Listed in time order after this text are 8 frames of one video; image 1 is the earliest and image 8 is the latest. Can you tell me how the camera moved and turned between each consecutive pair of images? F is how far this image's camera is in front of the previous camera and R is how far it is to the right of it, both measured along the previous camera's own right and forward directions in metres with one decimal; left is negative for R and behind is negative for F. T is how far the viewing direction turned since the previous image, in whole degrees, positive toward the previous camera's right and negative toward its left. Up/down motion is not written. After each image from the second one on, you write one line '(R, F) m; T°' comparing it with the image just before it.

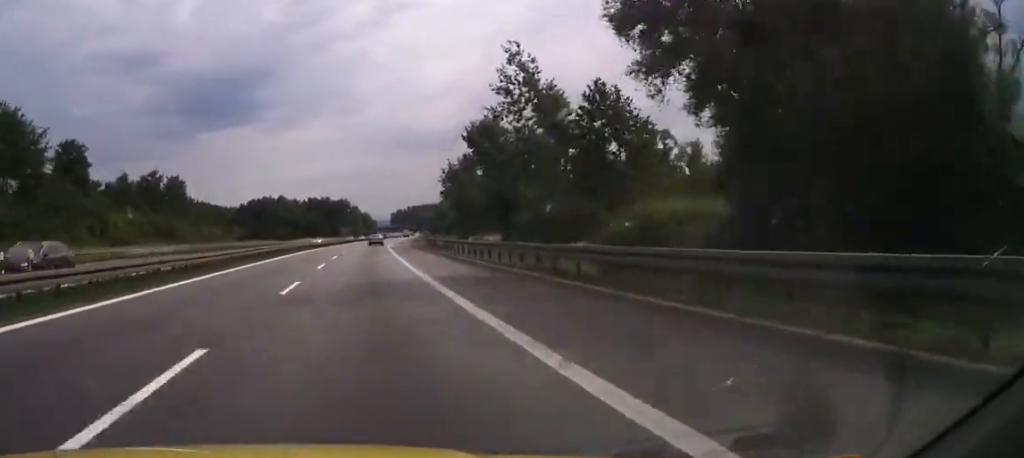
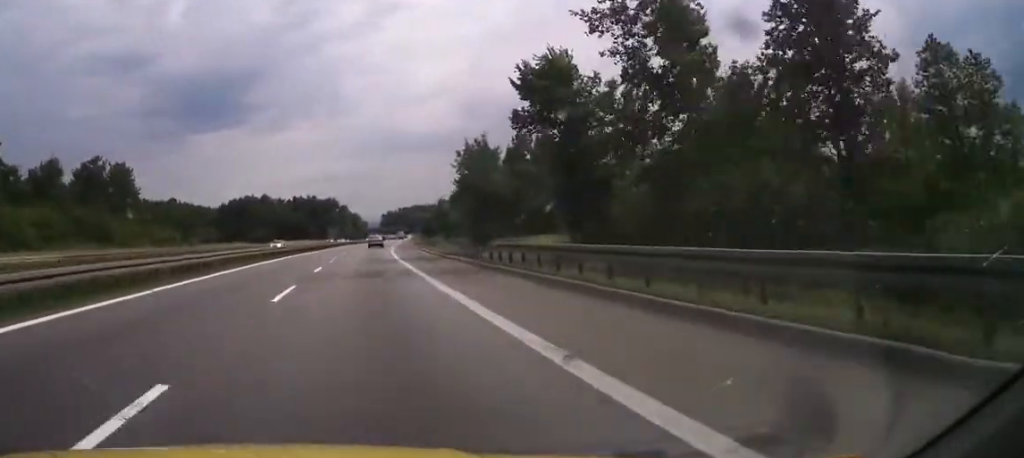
(+0.2, +26.0) m; +1°
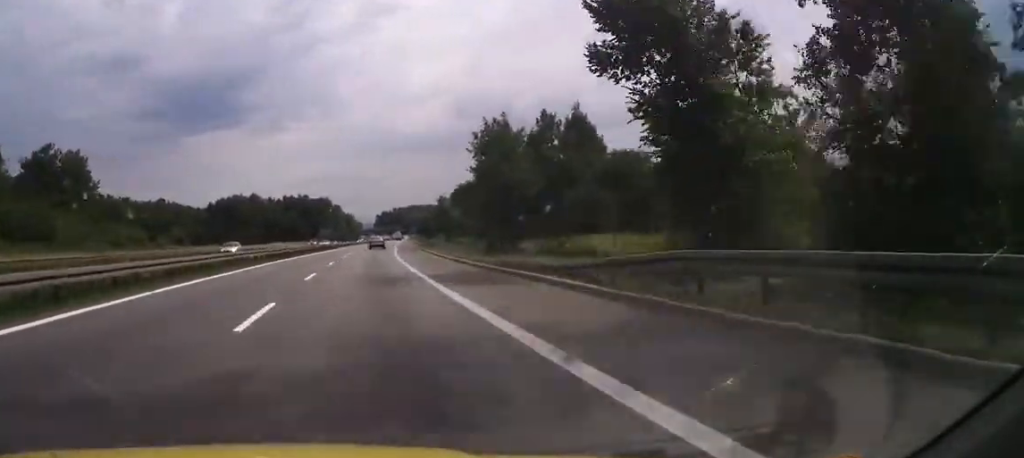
(0.0, +16.1) m; +1°
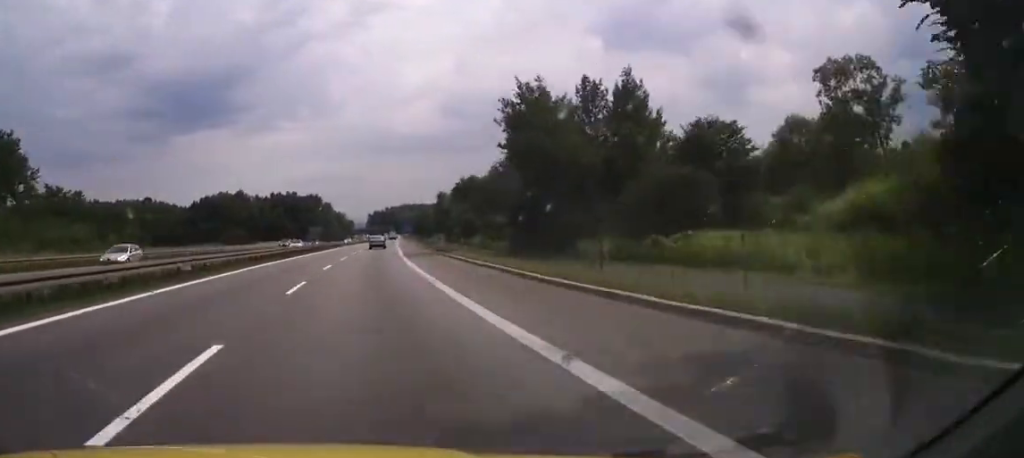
(-0.1, +17.4) m; +1°
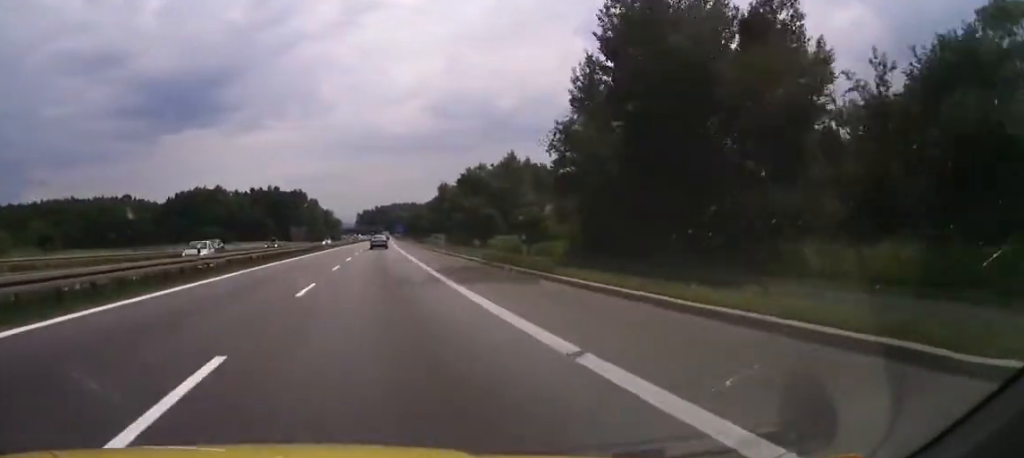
(+0.5, +24.9) m; +1°
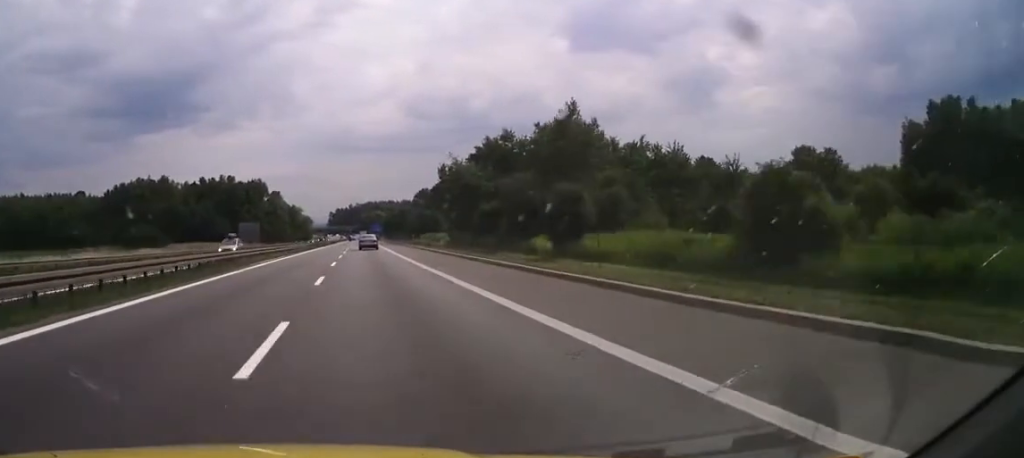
(+0.6, +45.6) m; +2°
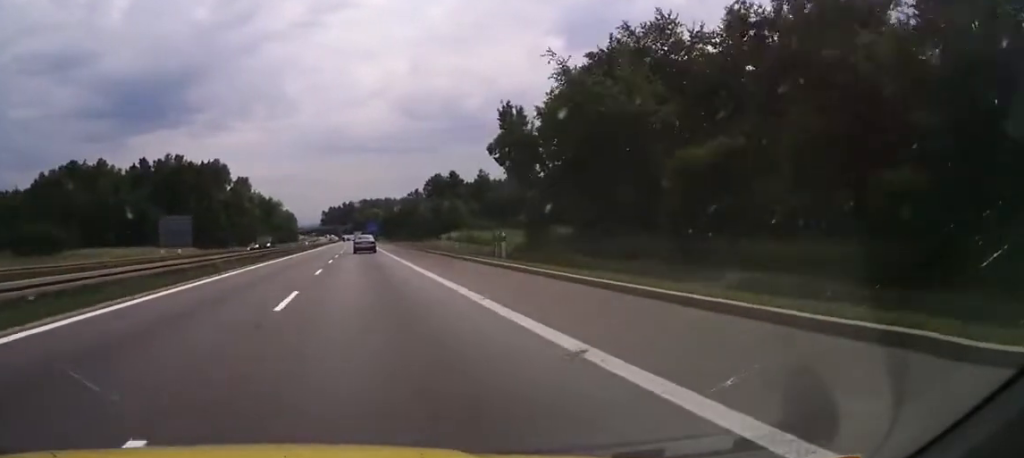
(+1.6, +55.9) m; +2°
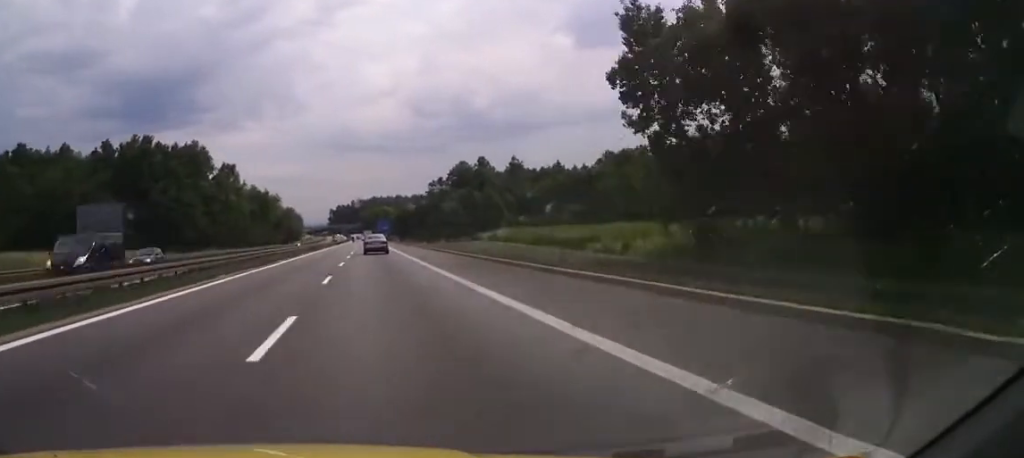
(+0.2, +30.7) m; +1°
